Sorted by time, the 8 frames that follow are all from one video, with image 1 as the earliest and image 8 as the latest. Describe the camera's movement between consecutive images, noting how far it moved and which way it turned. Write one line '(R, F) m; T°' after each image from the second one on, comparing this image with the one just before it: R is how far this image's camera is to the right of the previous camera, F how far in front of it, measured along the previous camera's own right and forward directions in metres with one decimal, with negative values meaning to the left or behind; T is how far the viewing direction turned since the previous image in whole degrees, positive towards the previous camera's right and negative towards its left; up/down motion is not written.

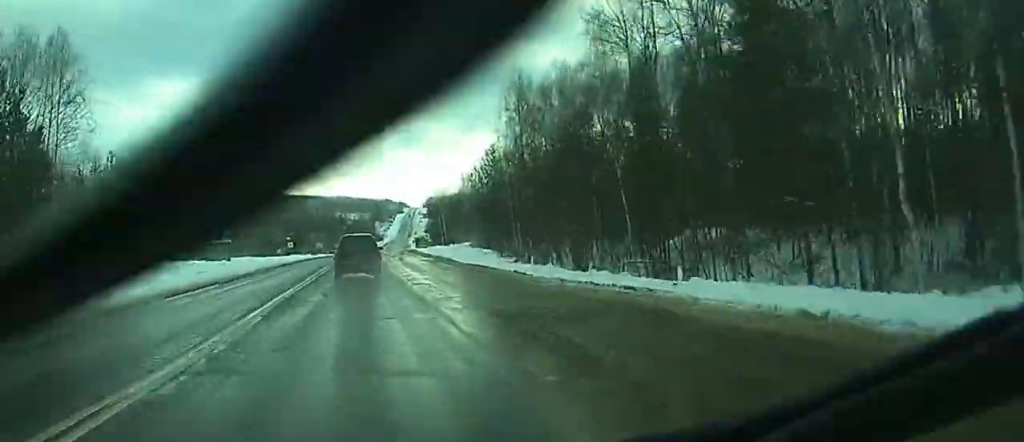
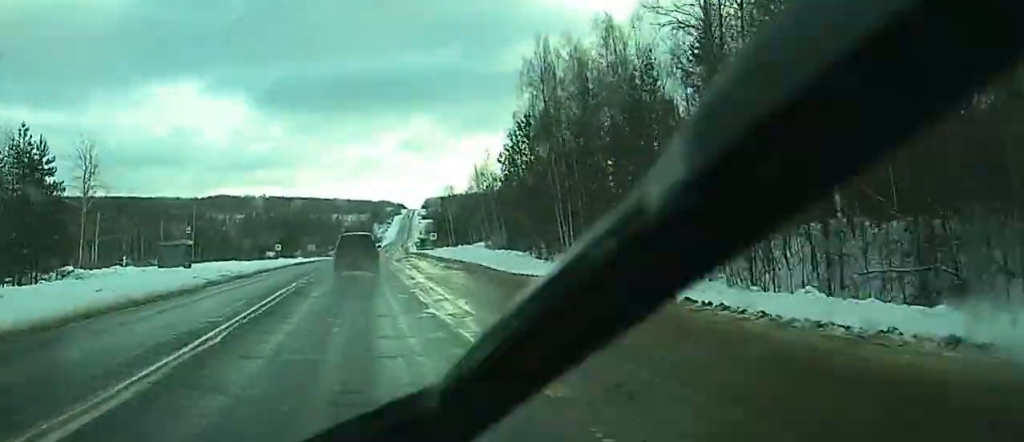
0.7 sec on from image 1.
(0.0, +19.2) m; 0°
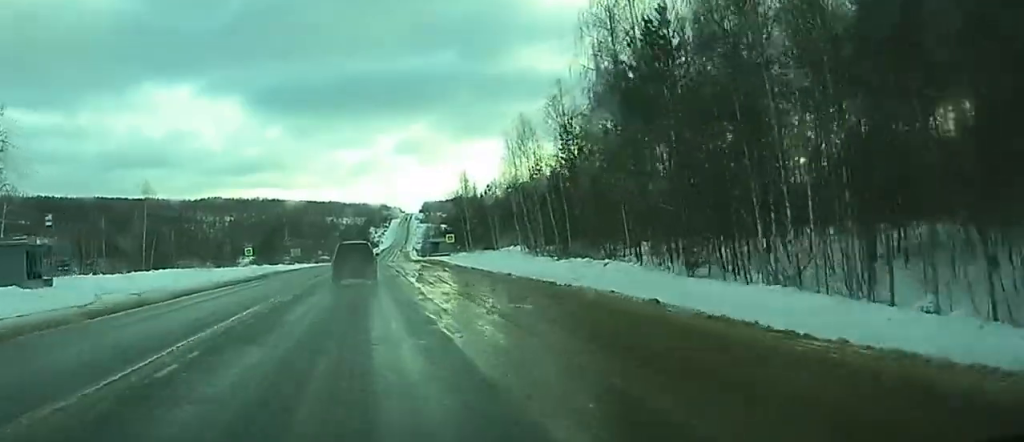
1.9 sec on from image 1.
(0.0, +34.6) m; 0°
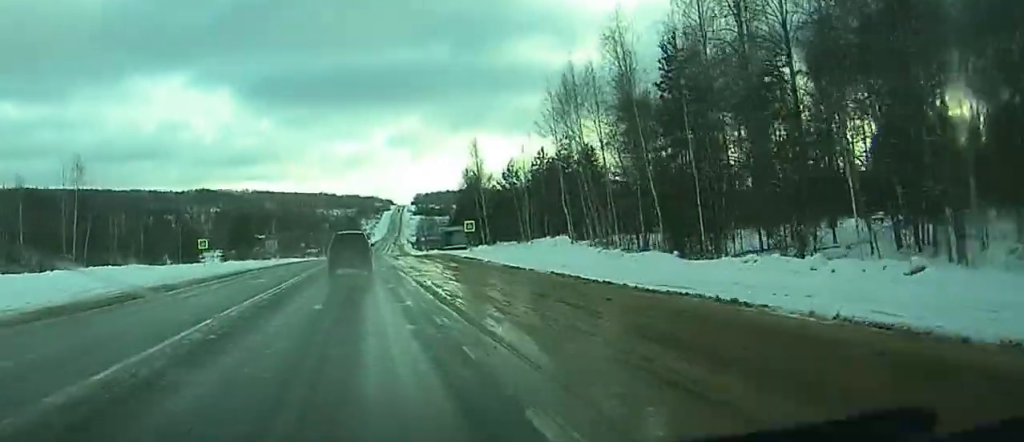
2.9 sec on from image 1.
(0.0, +30.9) m; 0°
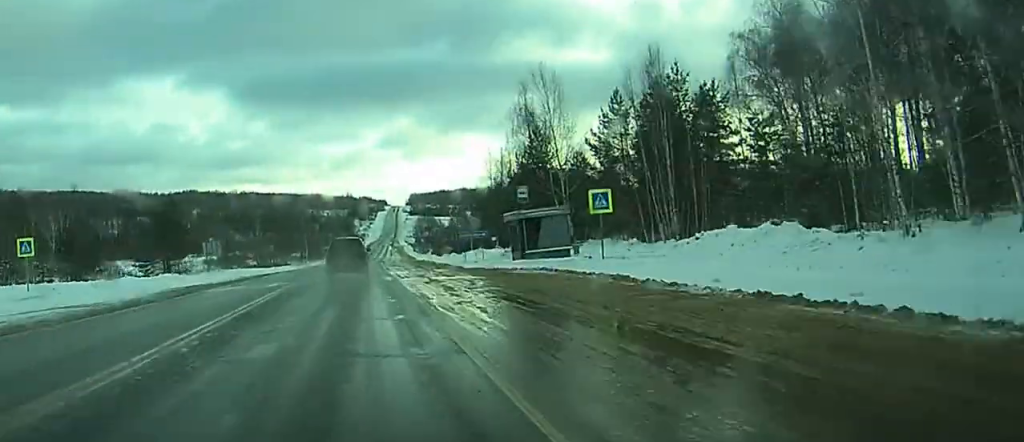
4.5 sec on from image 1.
(+0.1, +50.8) m; +1°
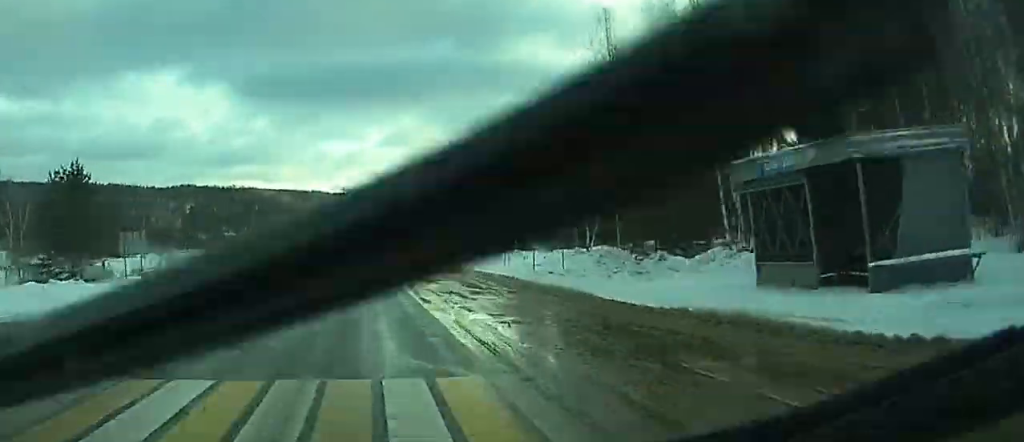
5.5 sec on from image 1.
(+0.2, +30.8) m; +1°
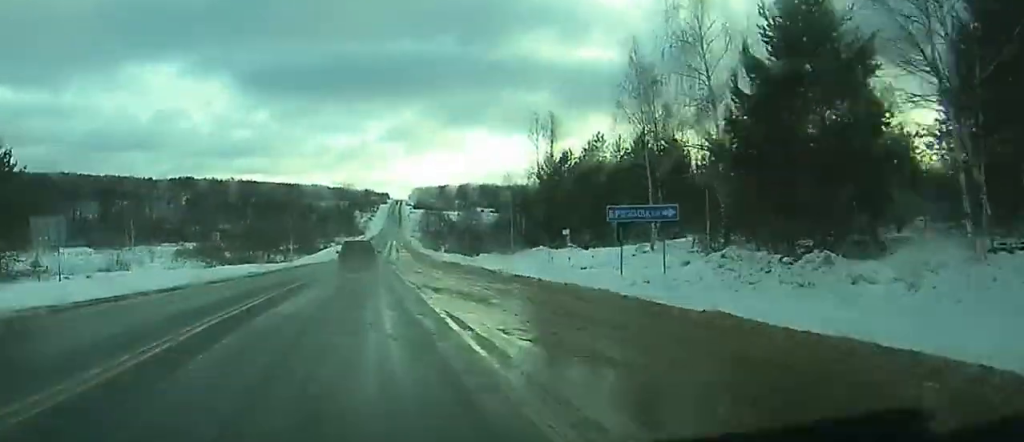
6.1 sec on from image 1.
(+0.2, +15.7) m; +1°
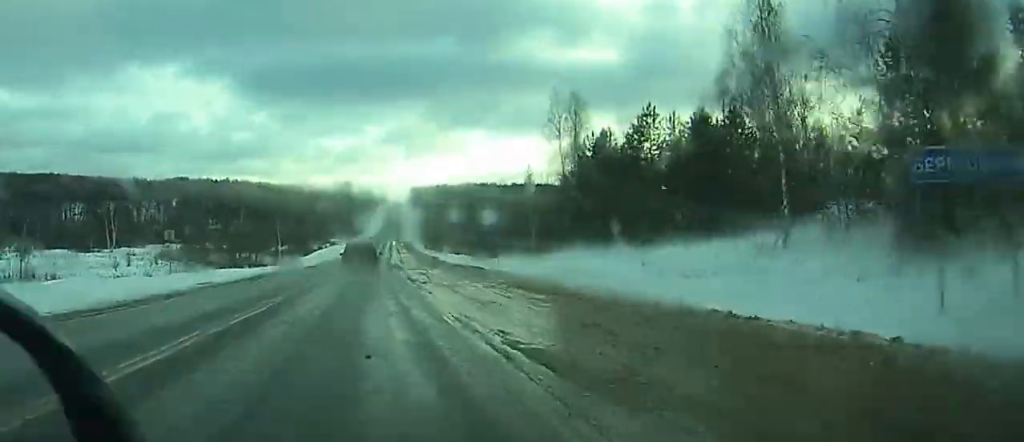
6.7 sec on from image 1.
(0.0, +17.4) m; -2°
